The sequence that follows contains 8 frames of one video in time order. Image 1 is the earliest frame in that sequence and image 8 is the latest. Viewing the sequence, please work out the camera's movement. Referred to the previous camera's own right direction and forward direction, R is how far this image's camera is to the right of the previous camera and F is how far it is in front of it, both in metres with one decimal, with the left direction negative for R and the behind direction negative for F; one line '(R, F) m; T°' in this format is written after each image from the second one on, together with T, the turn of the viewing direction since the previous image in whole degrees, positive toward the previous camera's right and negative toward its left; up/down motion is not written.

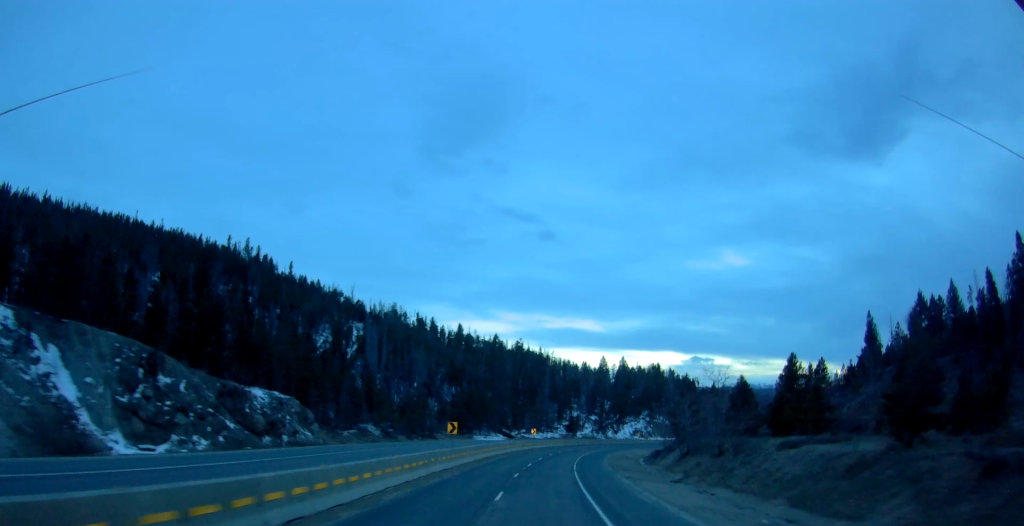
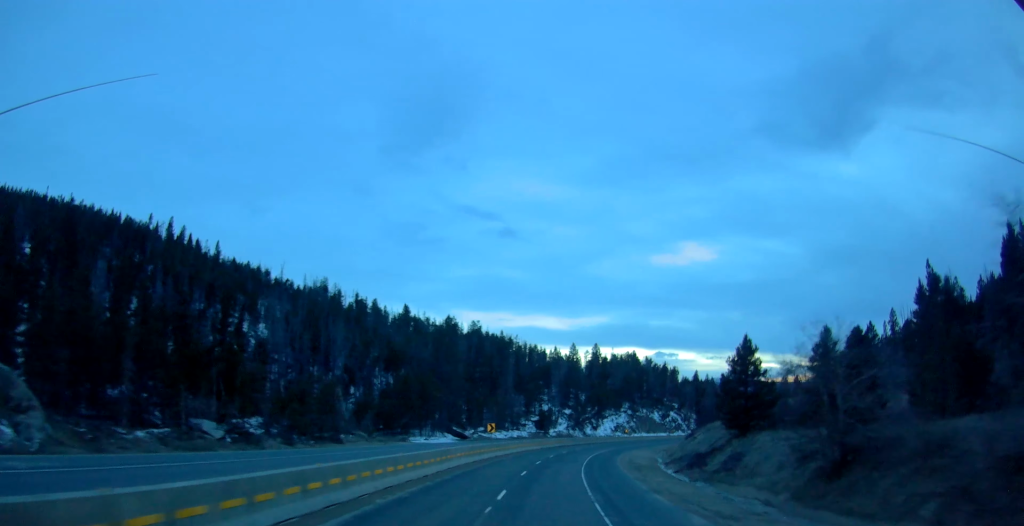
(+0.7, +37.3) m; +2°
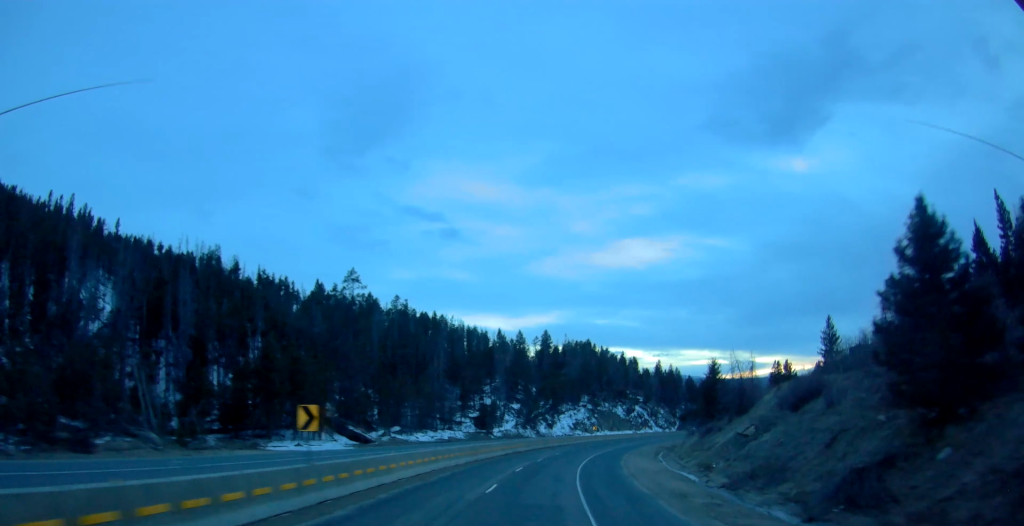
(+0.7, +35.3) m; +3°
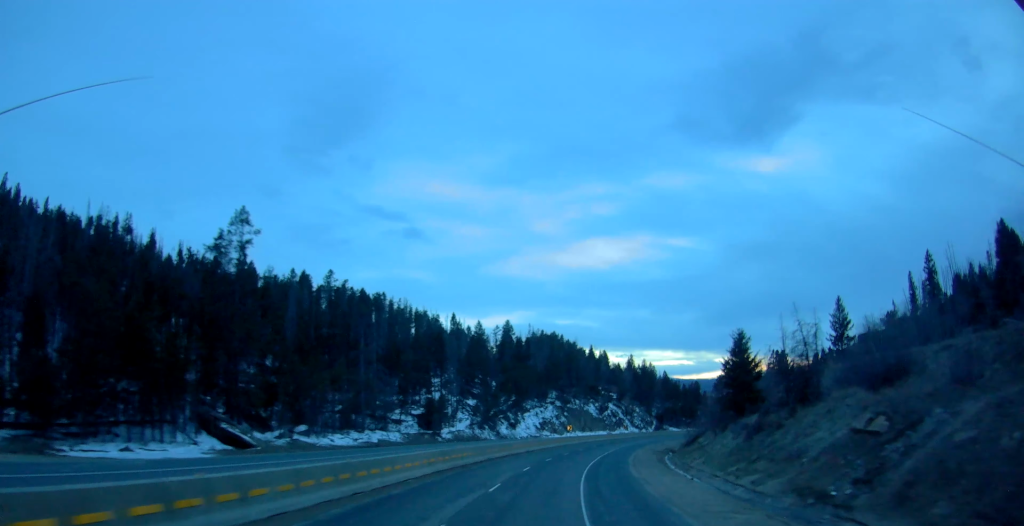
(+0.7, +23.7) m; +4°
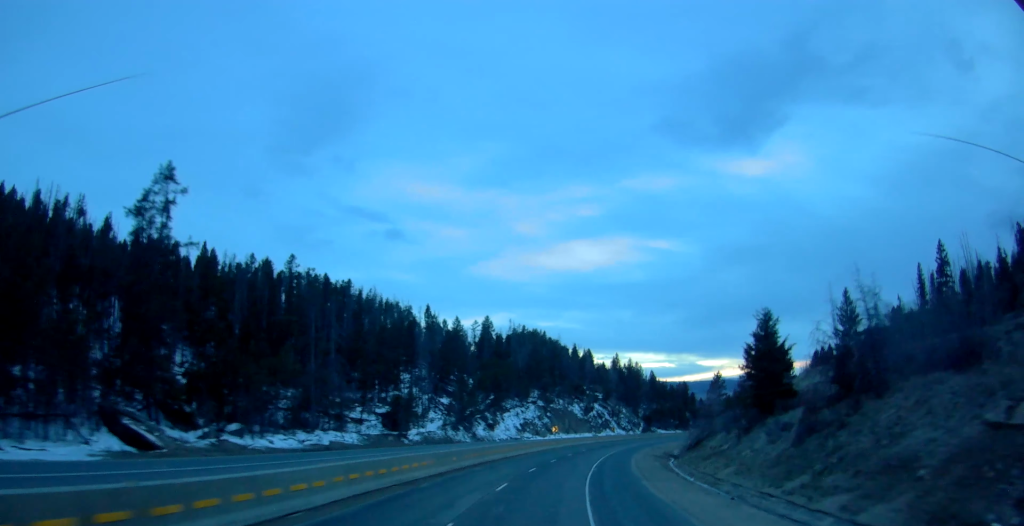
(0.0, +11.3) m; +2°
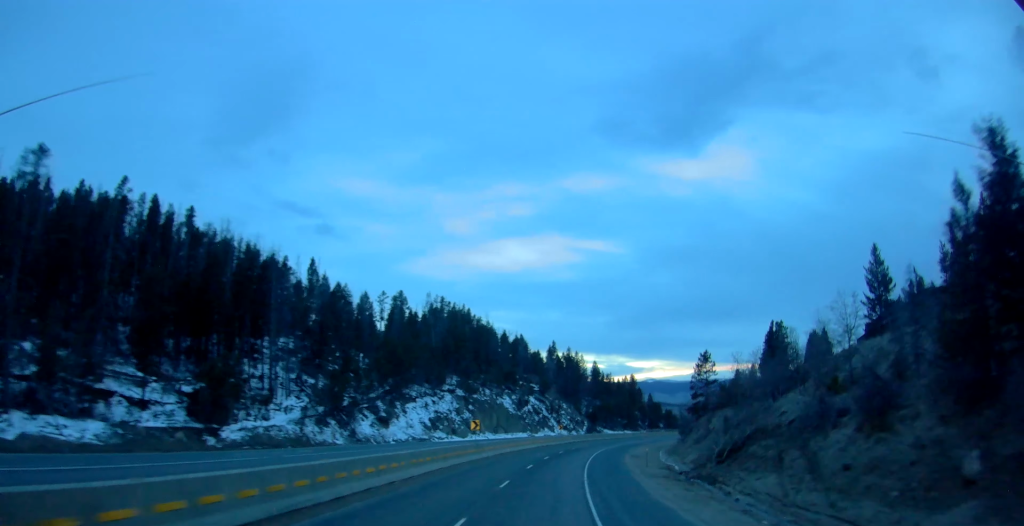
(+2.3, +34.4) m; +7°
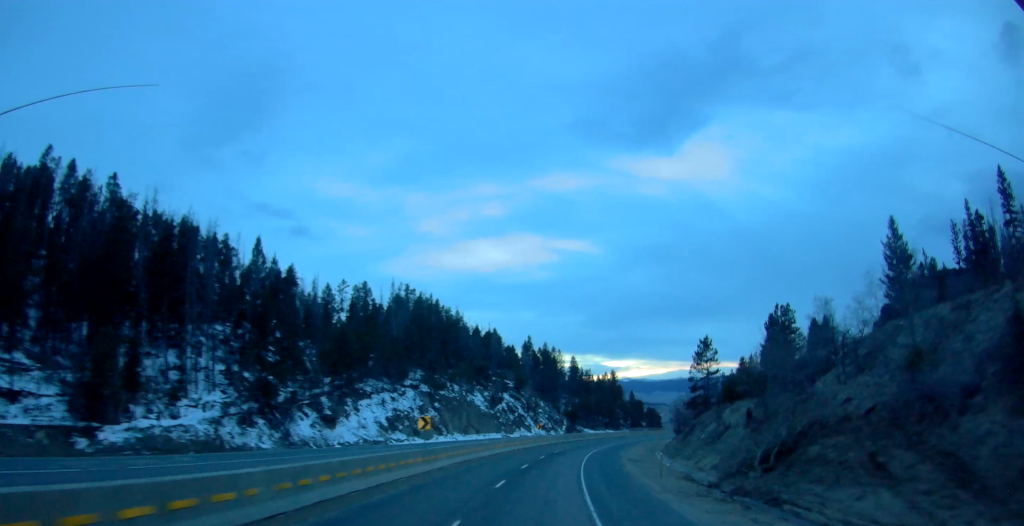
(+0.3, +12.7) m; +2°
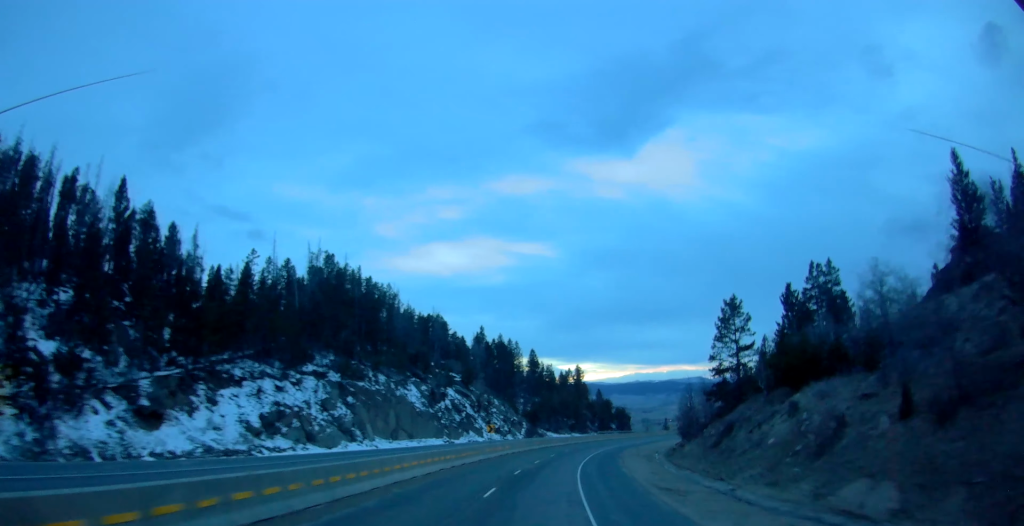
(+0.6, +26.7) m; +4°
